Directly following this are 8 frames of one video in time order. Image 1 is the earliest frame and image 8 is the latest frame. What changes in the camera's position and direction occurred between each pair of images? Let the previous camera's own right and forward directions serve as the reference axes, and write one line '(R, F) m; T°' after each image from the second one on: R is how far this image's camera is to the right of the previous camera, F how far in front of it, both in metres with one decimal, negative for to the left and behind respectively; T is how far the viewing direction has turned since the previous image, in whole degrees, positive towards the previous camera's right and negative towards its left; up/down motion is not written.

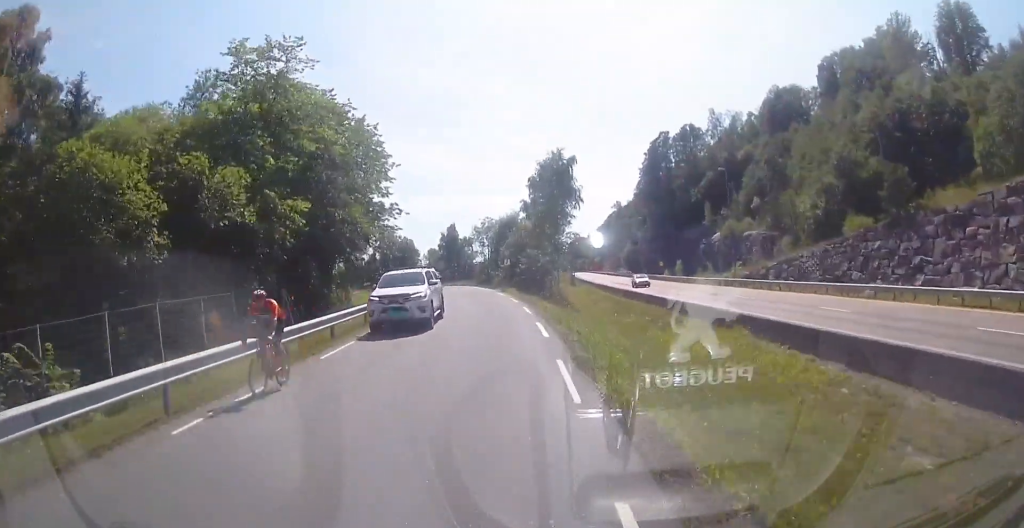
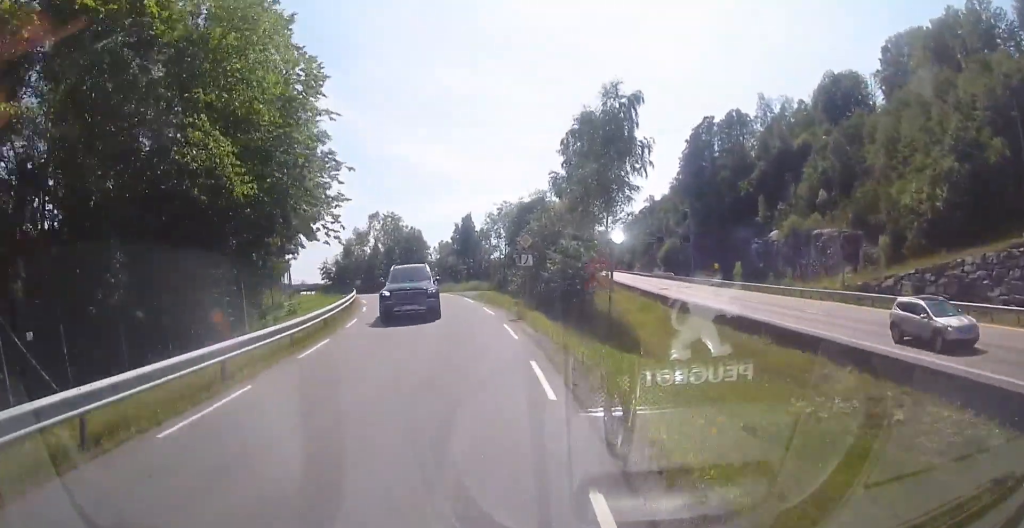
(-0.6, +18.9) m; -5°
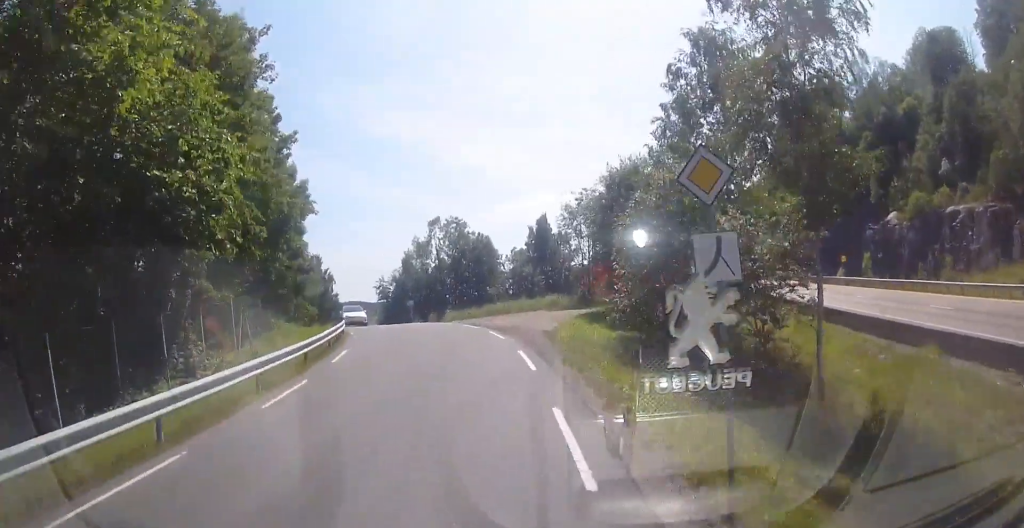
(-0.9, +15.8) m; -5°
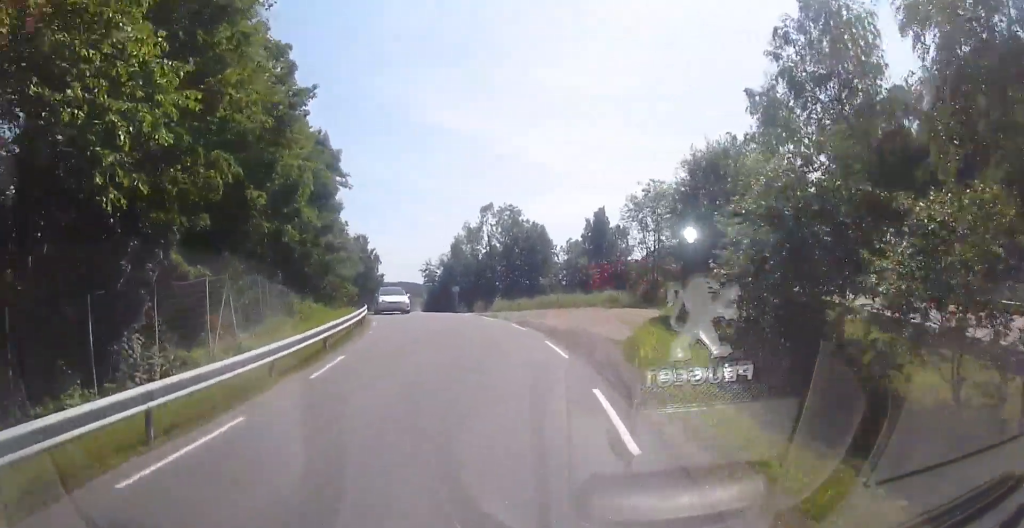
(-0.1, +5.7) m; -1°
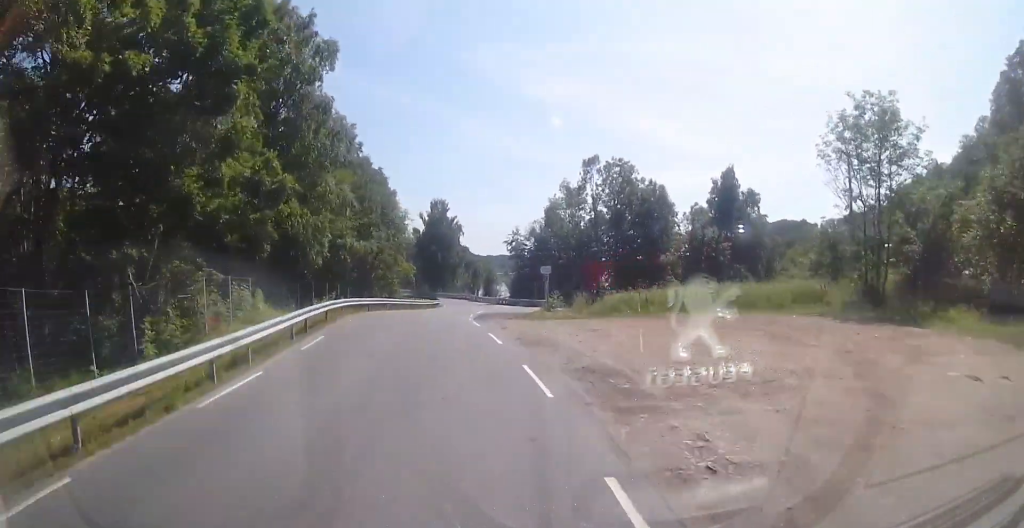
(-1.3, +23.3) m; -7°
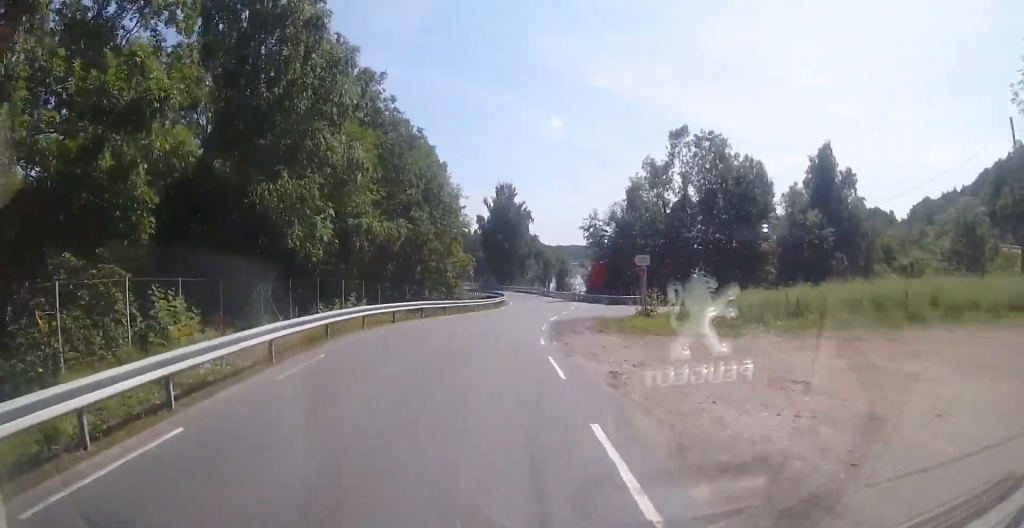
(-0.5, +10.8) m; -8°
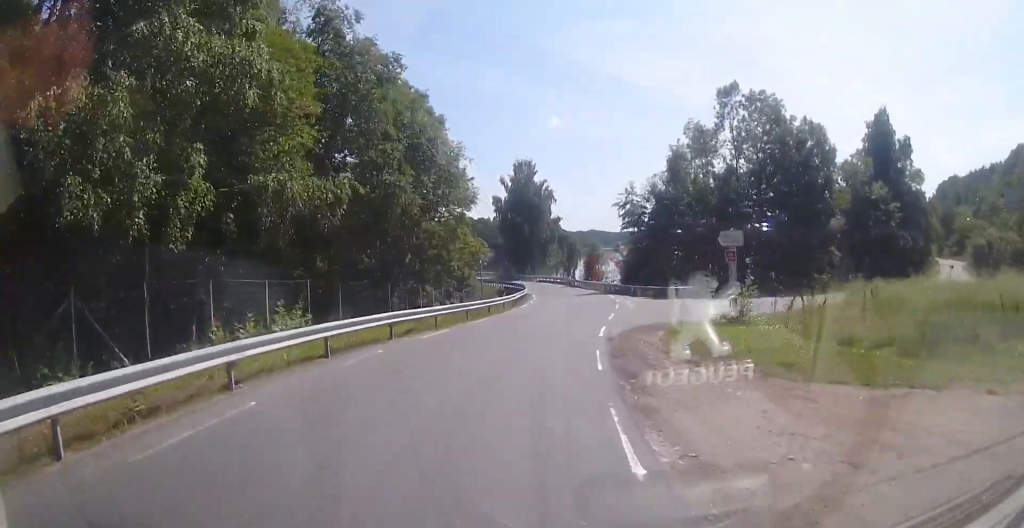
(-0.9, +9.9) m; -8°
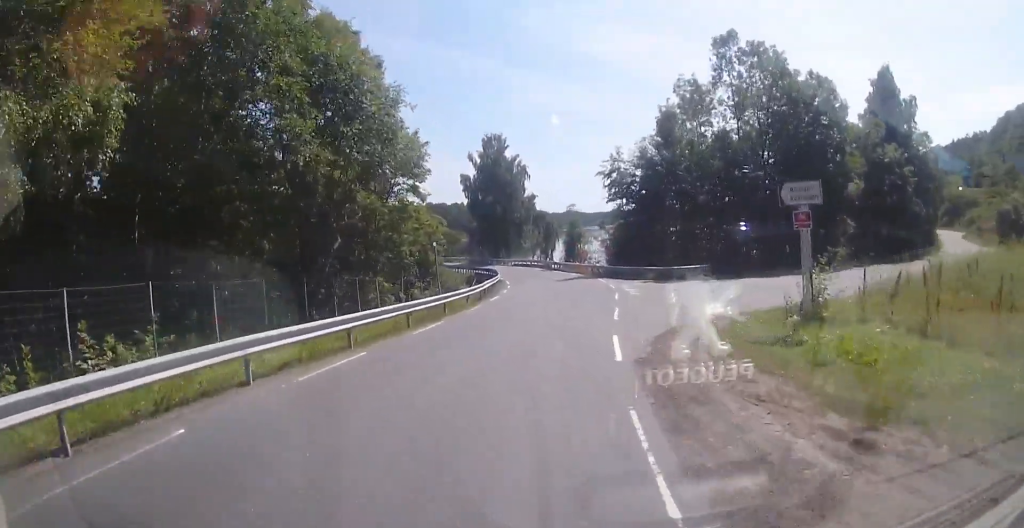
(-0.8, +6.8) m; -2°
